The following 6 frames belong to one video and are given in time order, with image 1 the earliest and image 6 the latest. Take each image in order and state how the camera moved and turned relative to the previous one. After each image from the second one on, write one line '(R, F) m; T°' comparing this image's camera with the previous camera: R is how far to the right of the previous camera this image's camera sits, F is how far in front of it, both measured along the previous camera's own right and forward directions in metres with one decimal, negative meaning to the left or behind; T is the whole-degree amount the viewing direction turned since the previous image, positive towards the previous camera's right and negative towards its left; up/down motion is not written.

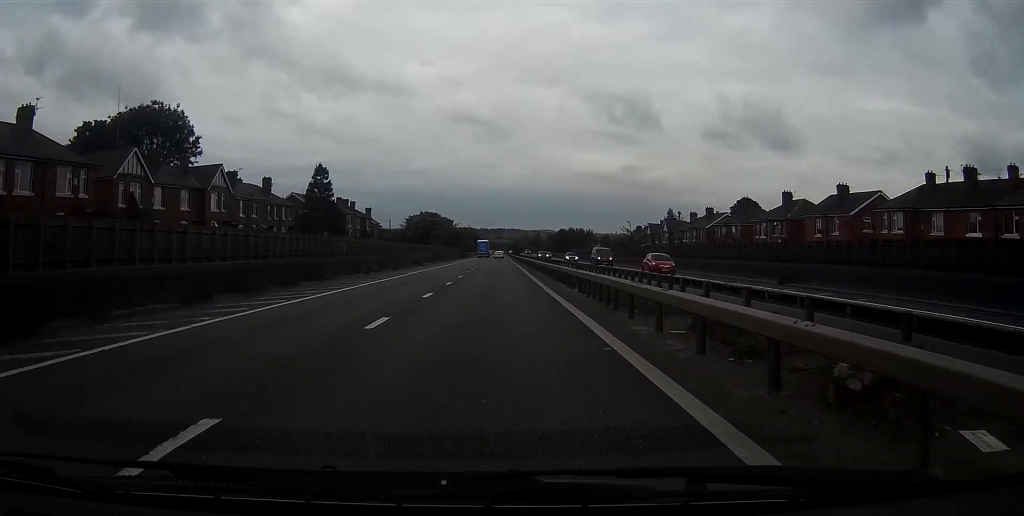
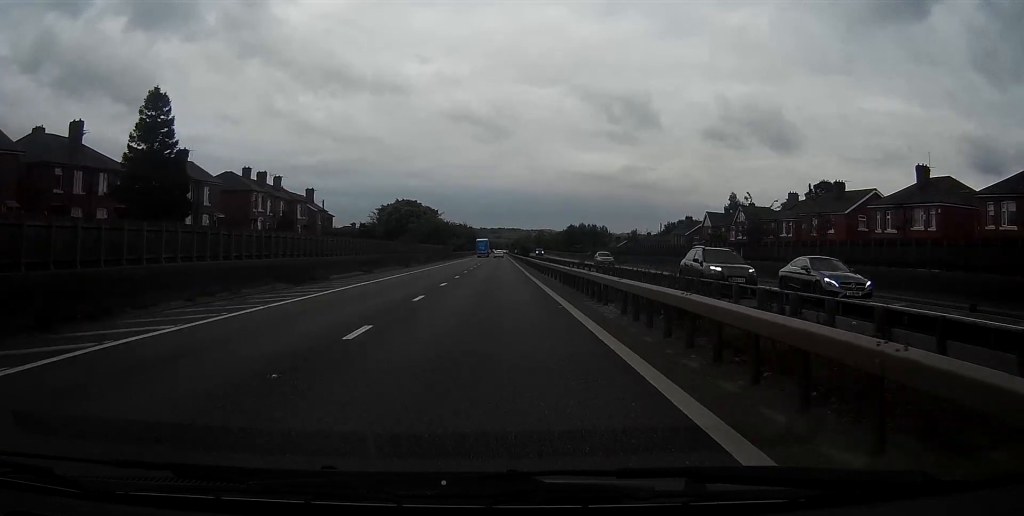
(+0.1, +46.8) m; 0°
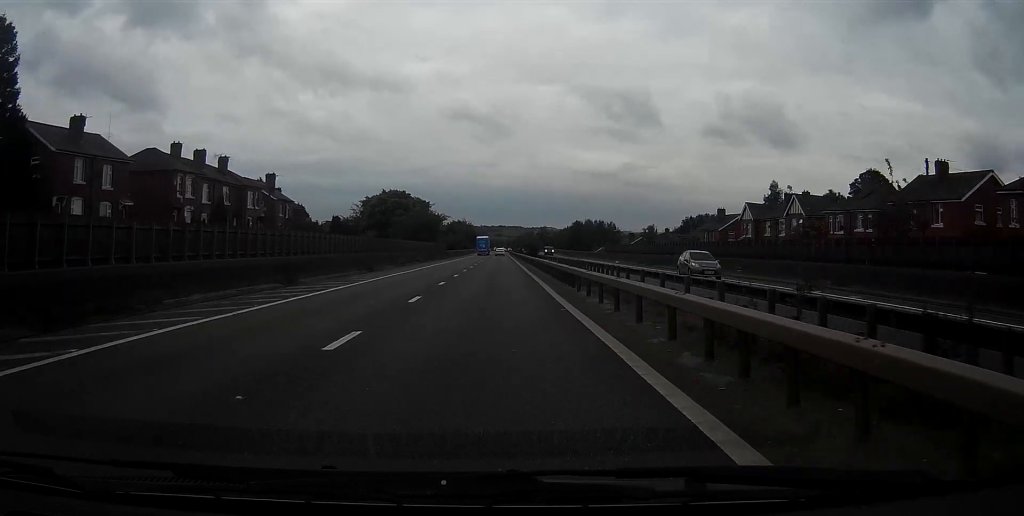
(0.0, +18.9) m; 0°
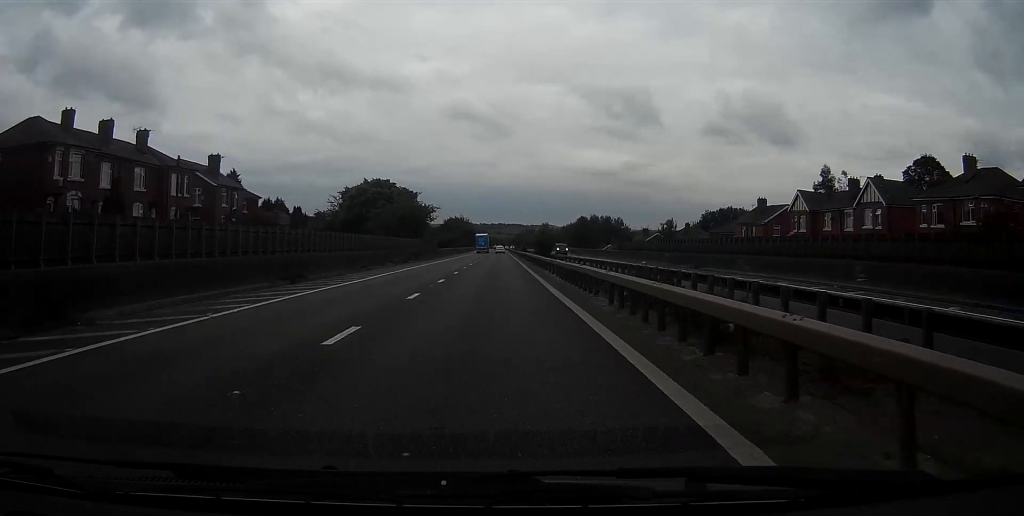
(0.0, +17.9) m; 0°
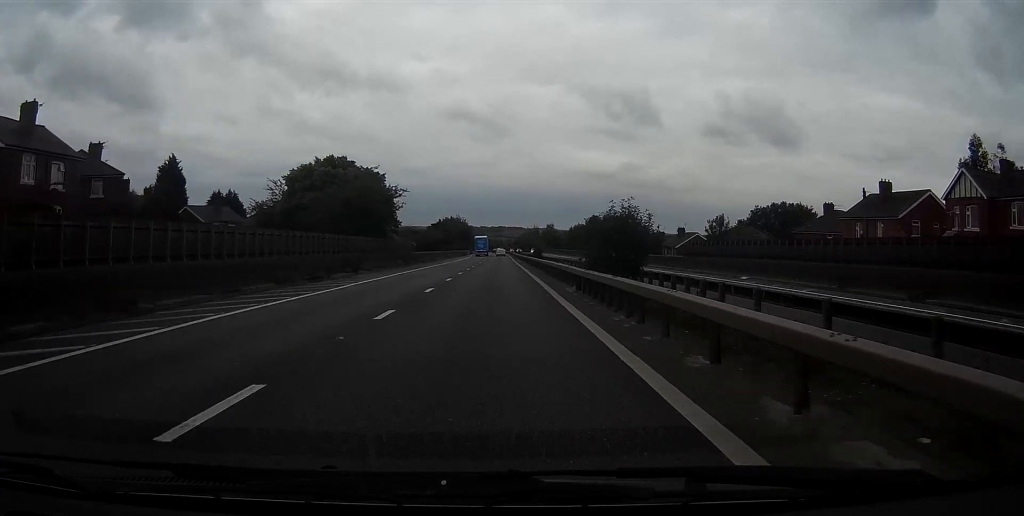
(-0.2, +31.8) m; 0°
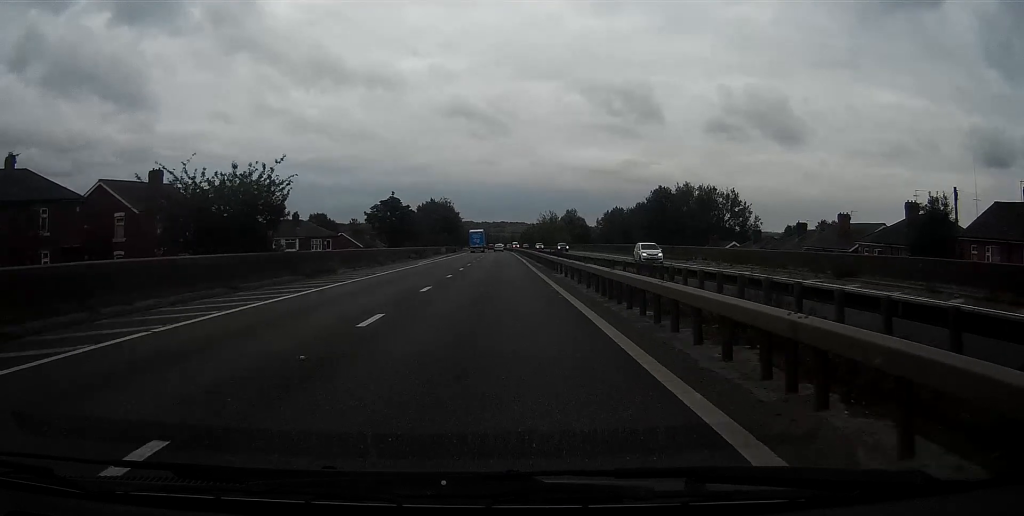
(0.0, +92.4) m; 0°
